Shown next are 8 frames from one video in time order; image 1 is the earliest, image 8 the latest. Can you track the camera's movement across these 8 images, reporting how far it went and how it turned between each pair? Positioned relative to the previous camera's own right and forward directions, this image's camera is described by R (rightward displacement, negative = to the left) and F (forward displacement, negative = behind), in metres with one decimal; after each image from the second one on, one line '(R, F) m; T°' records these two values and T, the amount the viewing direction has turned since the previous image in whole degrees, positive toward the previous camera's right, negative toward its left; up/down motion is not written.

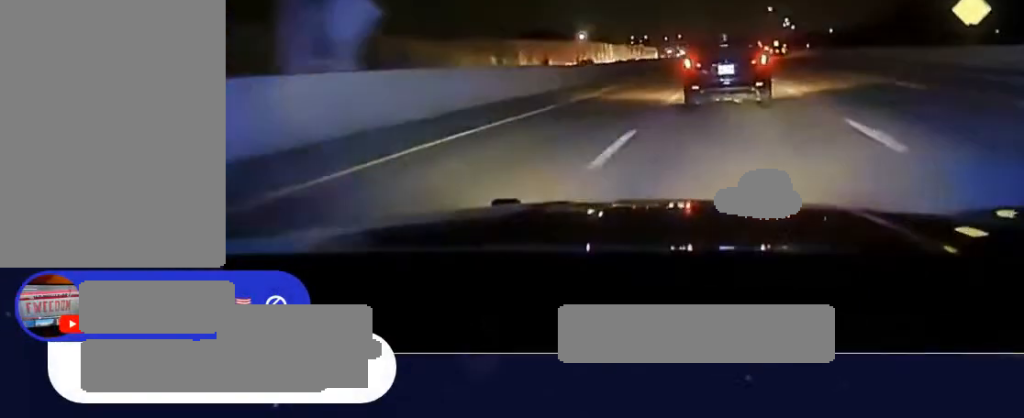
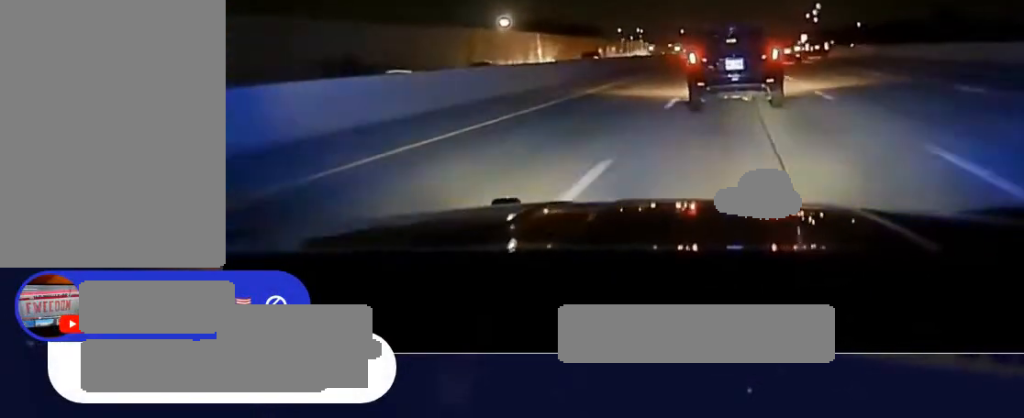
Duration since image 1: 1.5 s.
(-0.4, +61.4) m; -1°
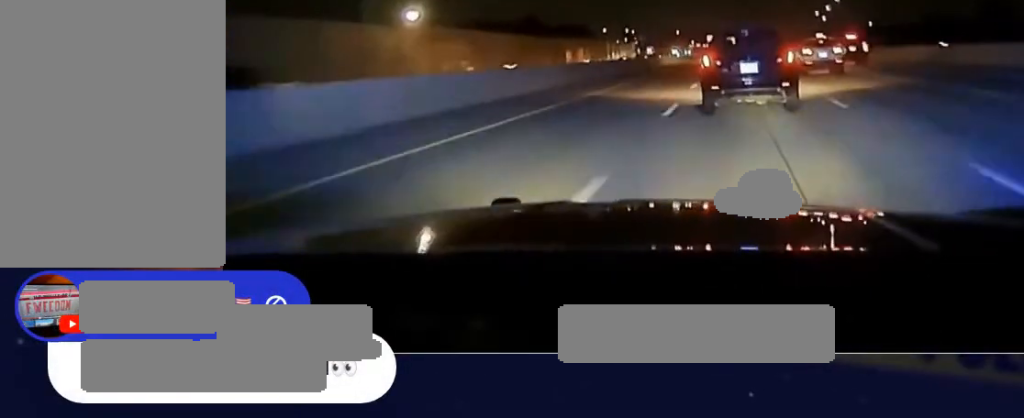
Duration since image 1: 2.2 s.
(-0.2, +32.9) m; 0°
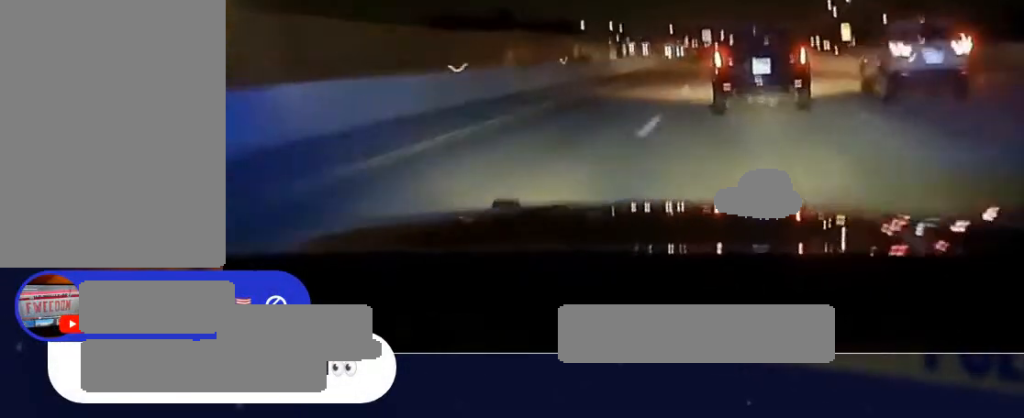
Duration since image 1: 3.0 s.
(+0.3, +40.3) m; 0°
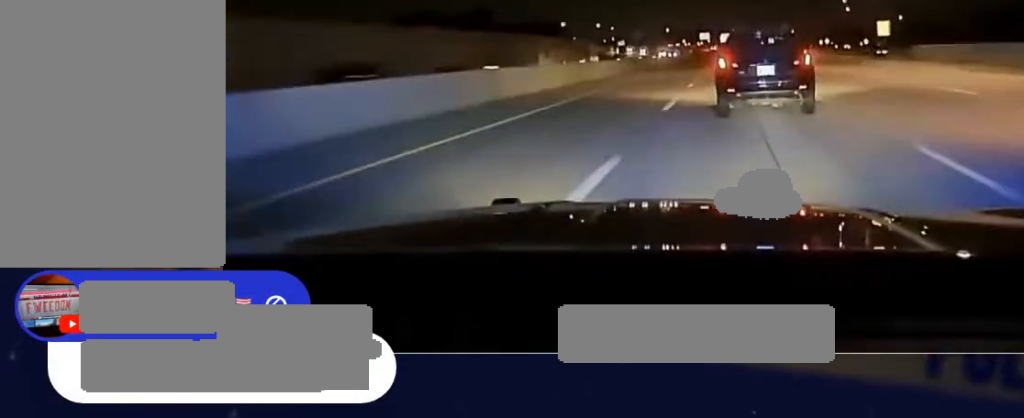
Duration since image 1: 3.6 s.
(+0.1, +34.5) m; 0°
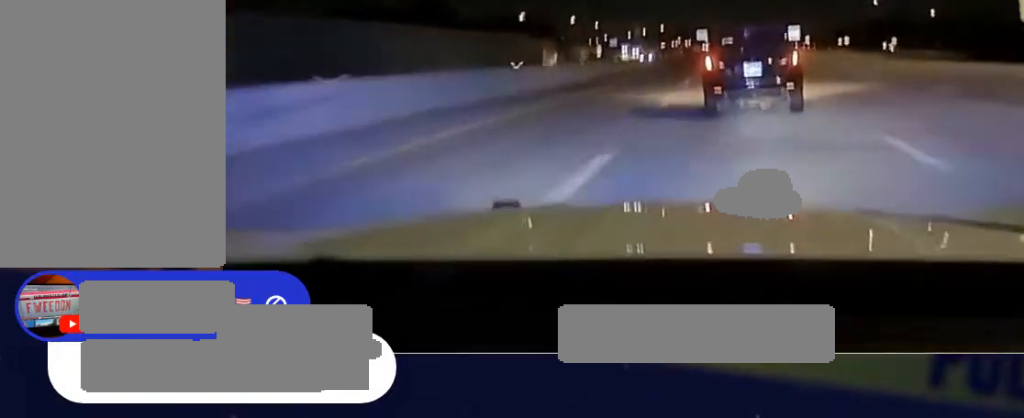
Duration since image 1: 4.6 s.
(-0.1, +60.5) m; 0°
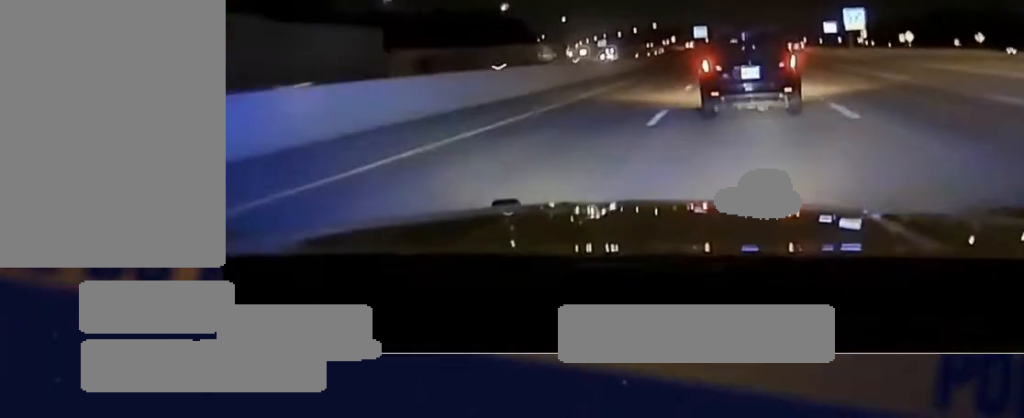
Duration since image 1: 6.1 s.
(-0.5, +94.6) m; -1°
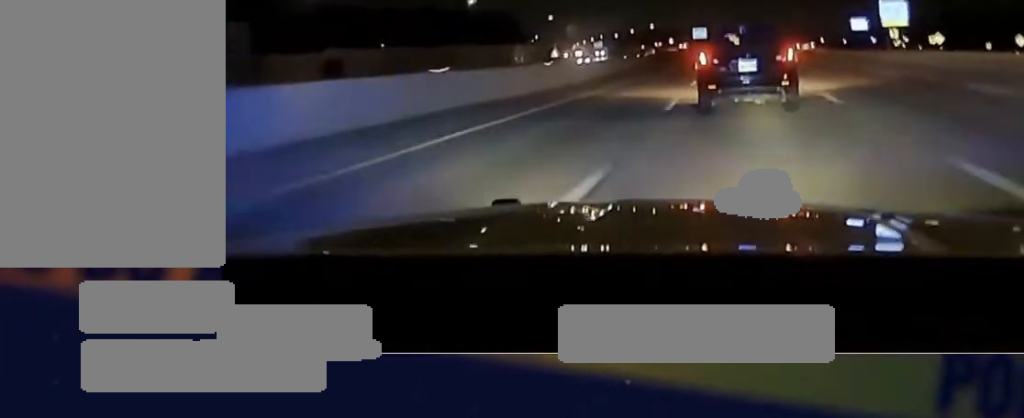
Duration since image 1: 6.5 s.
(0.0, +22.4) m; 0°
